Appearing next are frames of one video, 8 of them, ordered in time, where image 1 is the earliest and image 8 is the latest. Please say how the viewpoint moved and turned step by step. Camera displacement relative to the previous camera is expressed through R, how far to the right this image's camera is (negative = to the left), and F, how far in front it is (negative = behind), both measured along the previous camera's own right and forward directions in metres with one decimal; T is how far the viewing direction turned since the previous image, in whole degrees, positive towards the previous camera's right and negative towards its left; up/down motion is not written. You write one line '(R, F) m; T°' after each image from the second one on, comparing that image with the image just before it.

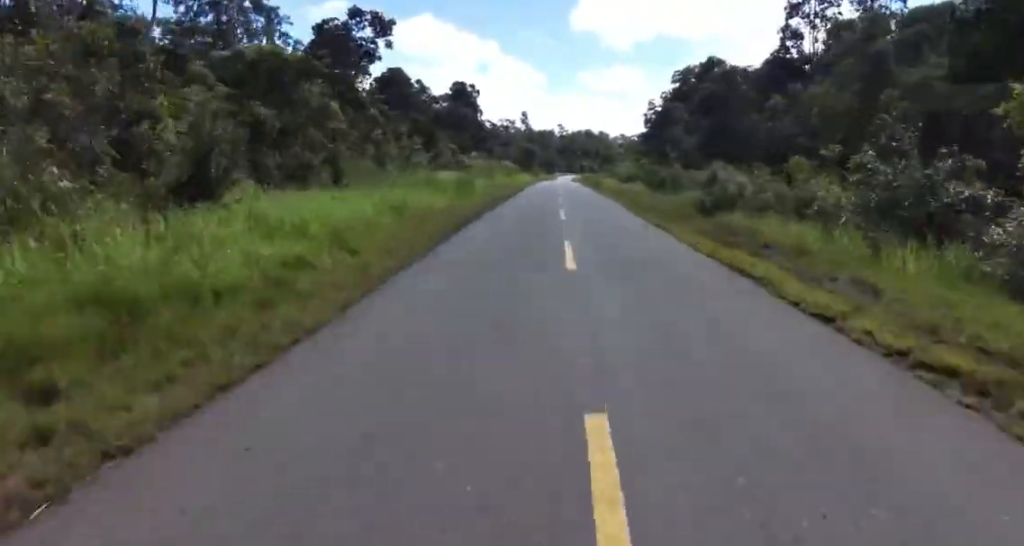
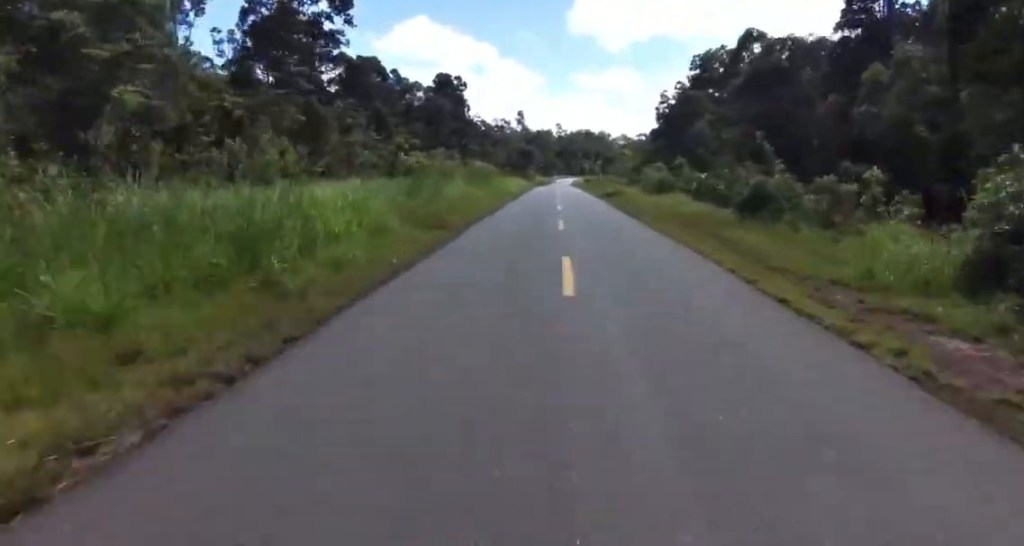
(-0.3, +19.4) m; -1°
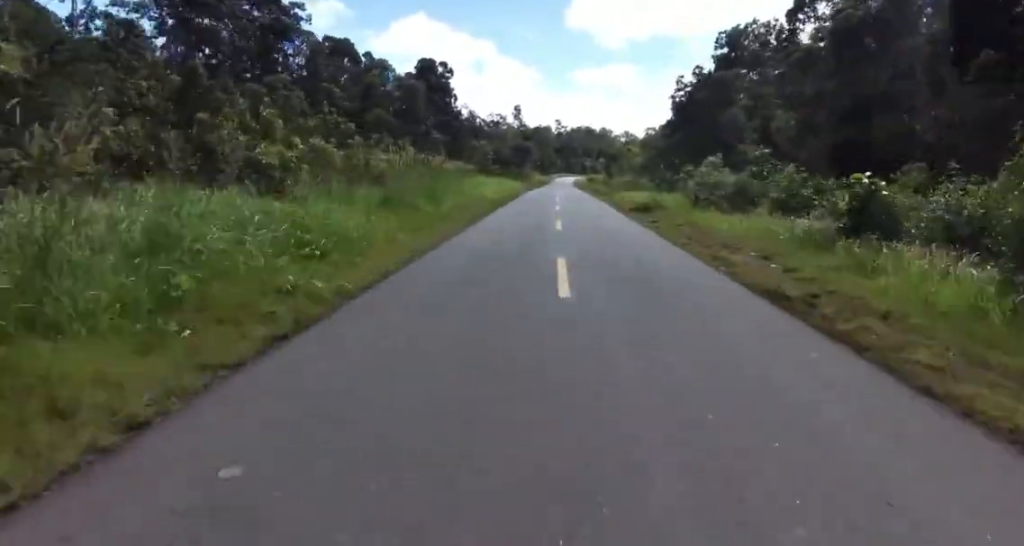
(-0.1, +16.8) m; 0°
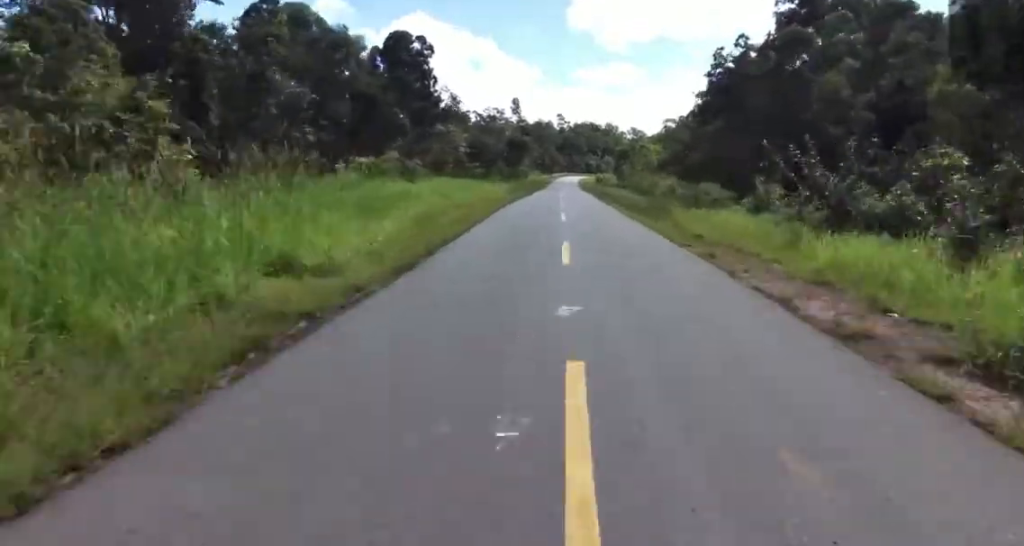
(0.0, +22.8) m; +3°
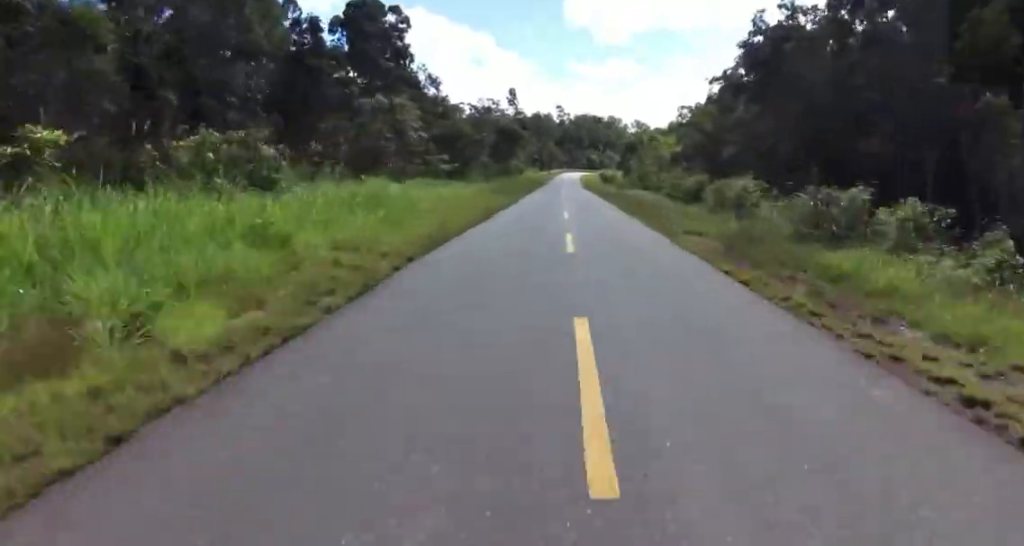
(+0.7, +16.0) m; 0°
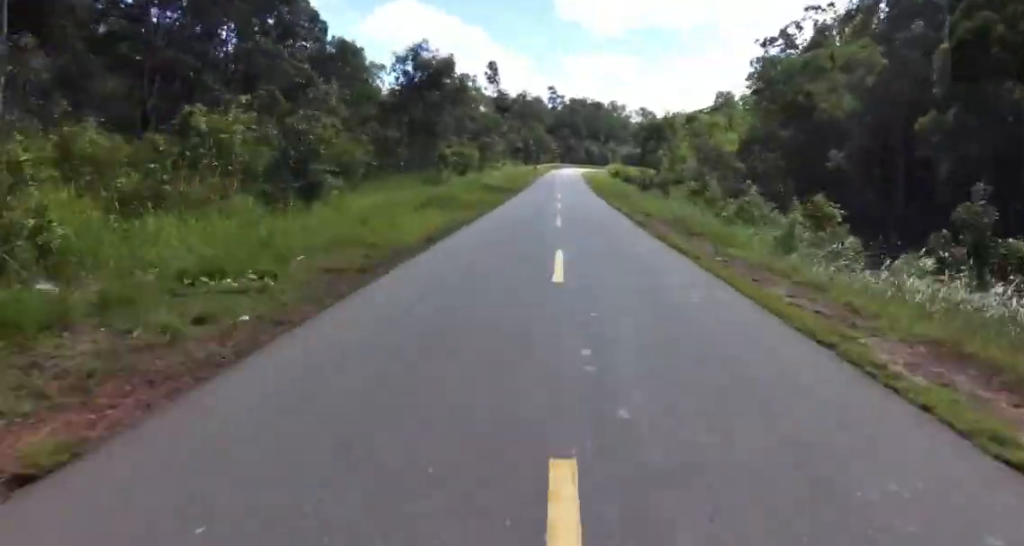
(-1.3, +45.2) m; -3°
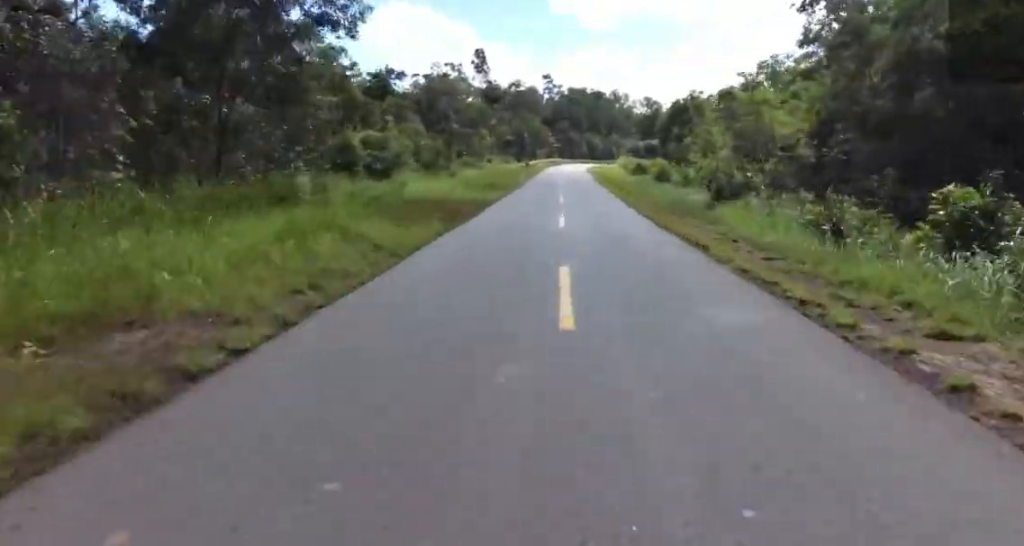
(-0.1, +19.2) m; +1°
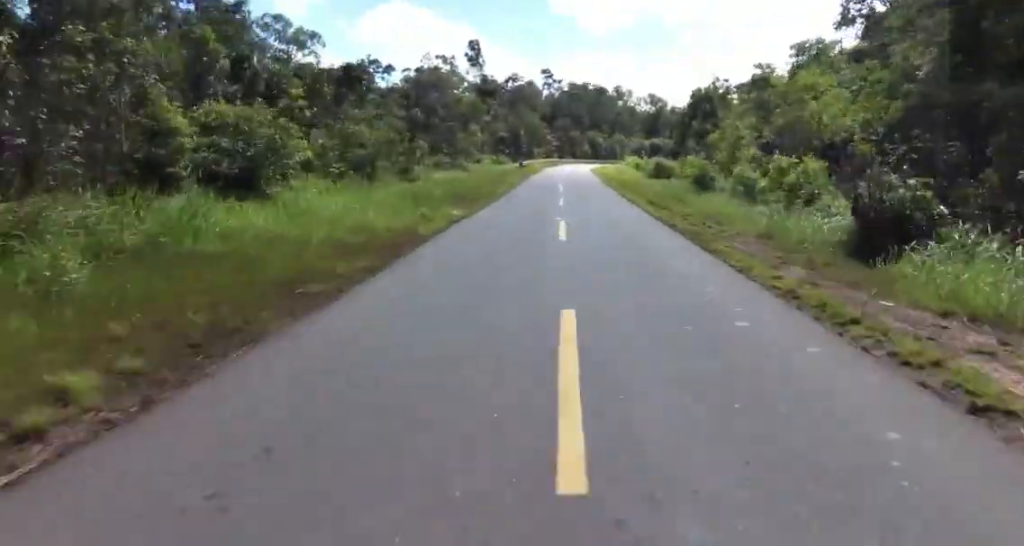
(+0.1, +12.6) m; +1°
